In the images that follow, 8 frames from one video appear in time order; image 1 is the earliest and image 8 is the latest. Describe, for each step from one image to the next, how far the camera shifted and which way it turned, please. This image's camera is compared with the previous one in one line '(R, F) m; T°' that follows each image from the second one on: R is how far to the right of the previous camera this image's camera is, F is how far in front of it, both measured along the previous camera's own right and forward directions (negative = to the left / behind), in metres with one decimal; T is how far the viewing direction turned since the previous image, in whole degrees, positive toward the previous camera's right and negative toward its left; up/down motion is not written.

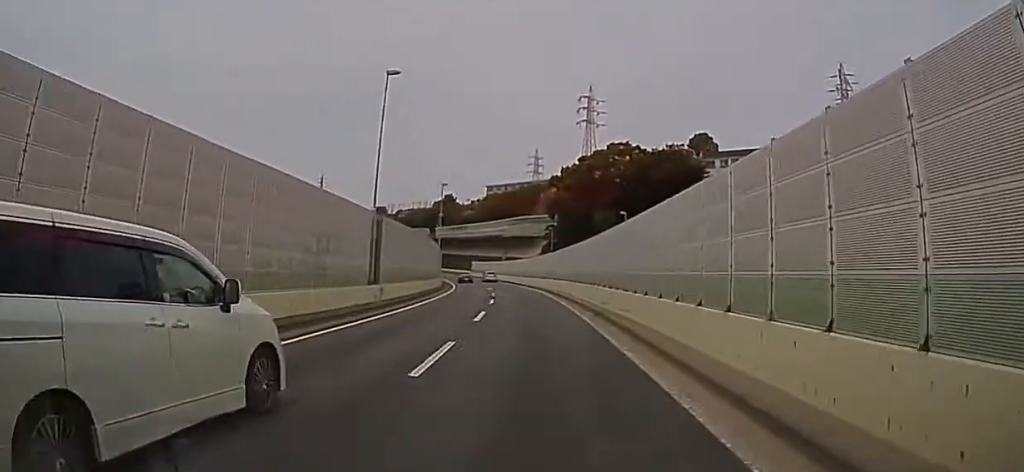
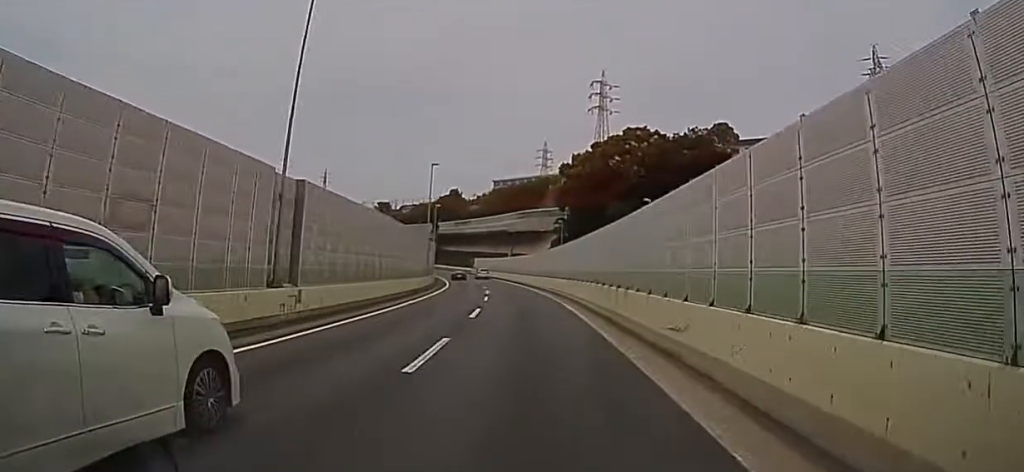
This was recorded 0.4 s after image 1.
(+1.0, +9.5) m; -4°
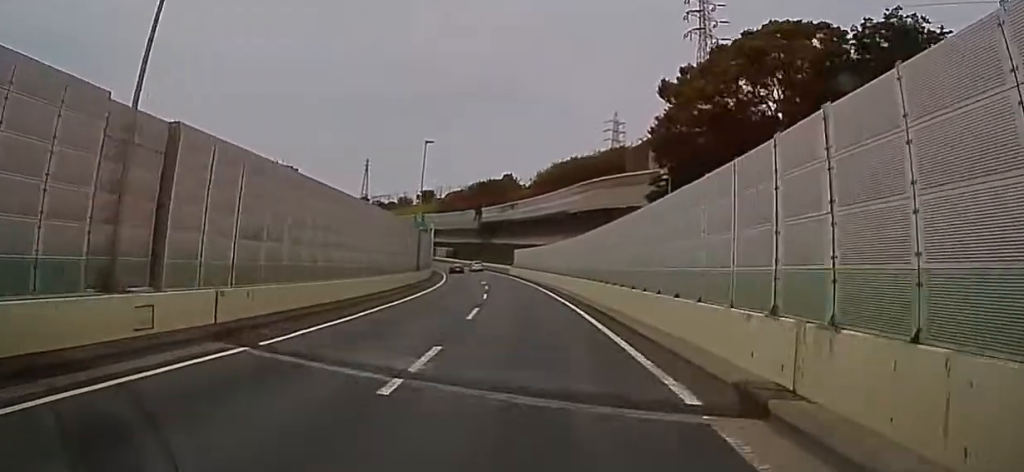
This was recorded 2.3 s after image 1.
(-13.1, +41.7) m; -7°
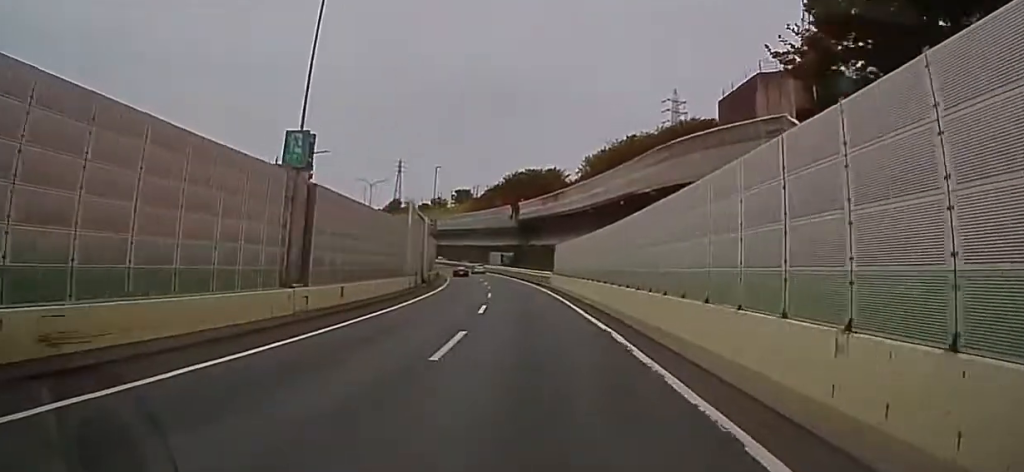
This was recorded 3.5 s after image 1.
(+3.3, +27.5) m; -3°
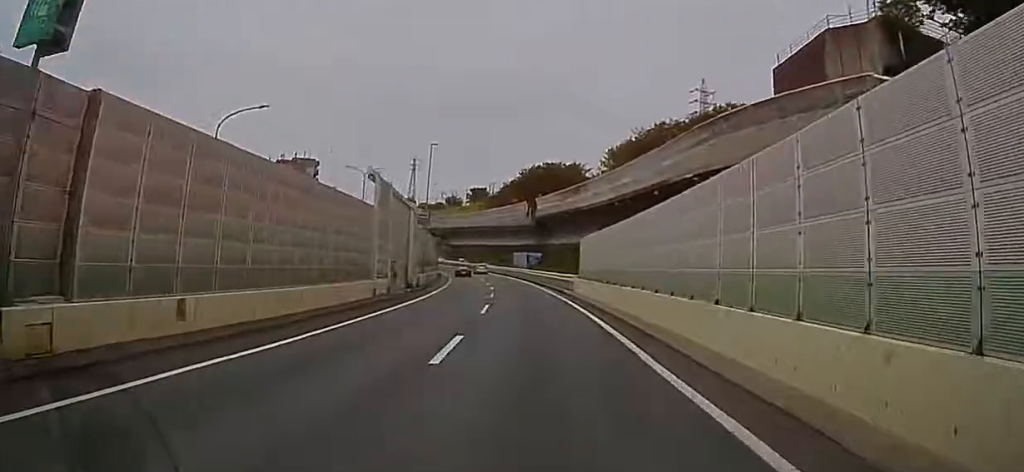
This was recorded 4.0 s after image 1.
(-1.6, +10.1) m; -6°
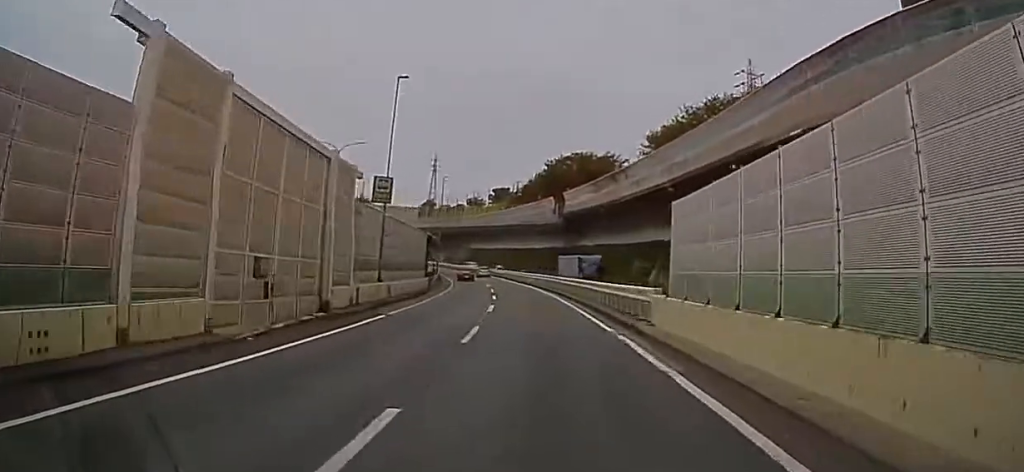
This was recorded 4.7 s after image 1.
(-1.2, +16.5) m; -5°
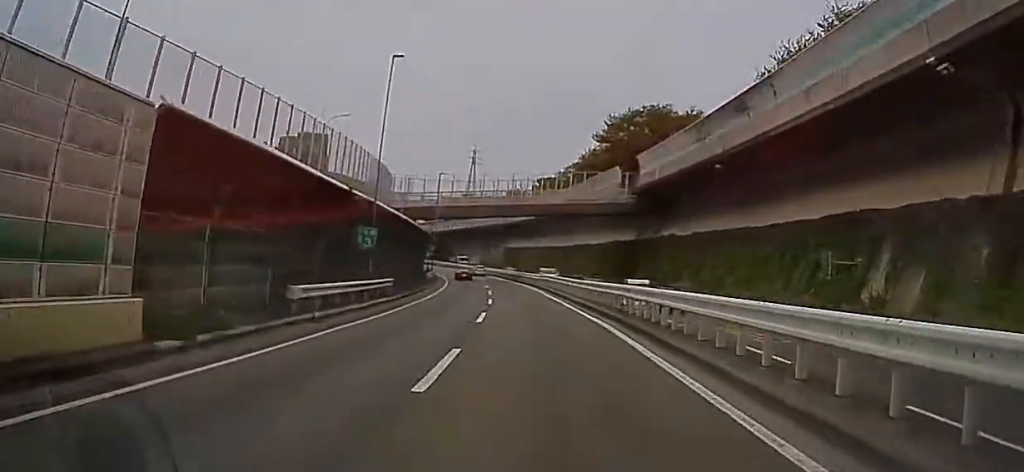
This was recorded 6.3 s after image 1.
(-0.9, +34.4) m; +8°
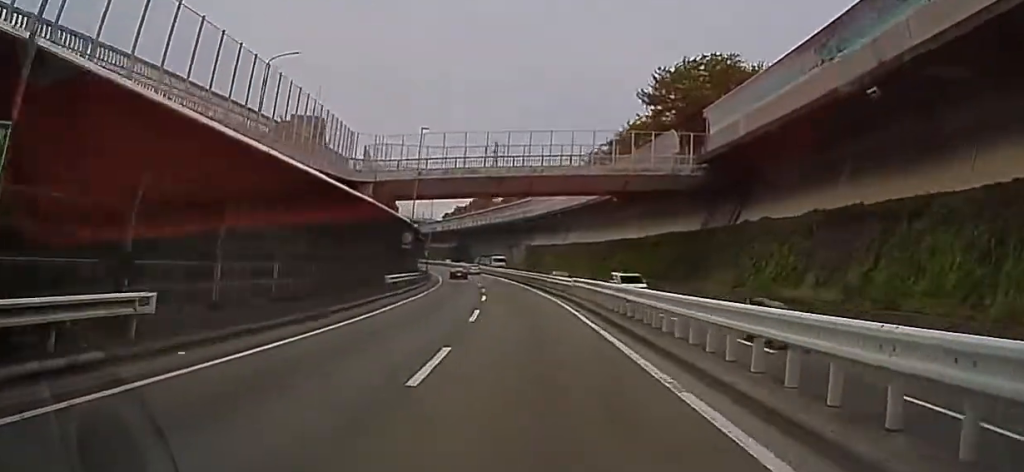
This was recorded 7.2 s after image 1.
(+3.8, +20.1) m; -3°
